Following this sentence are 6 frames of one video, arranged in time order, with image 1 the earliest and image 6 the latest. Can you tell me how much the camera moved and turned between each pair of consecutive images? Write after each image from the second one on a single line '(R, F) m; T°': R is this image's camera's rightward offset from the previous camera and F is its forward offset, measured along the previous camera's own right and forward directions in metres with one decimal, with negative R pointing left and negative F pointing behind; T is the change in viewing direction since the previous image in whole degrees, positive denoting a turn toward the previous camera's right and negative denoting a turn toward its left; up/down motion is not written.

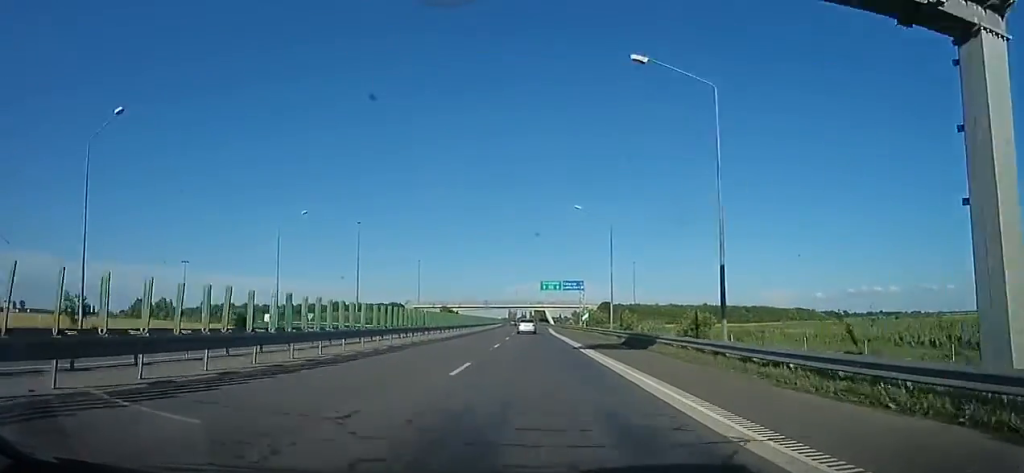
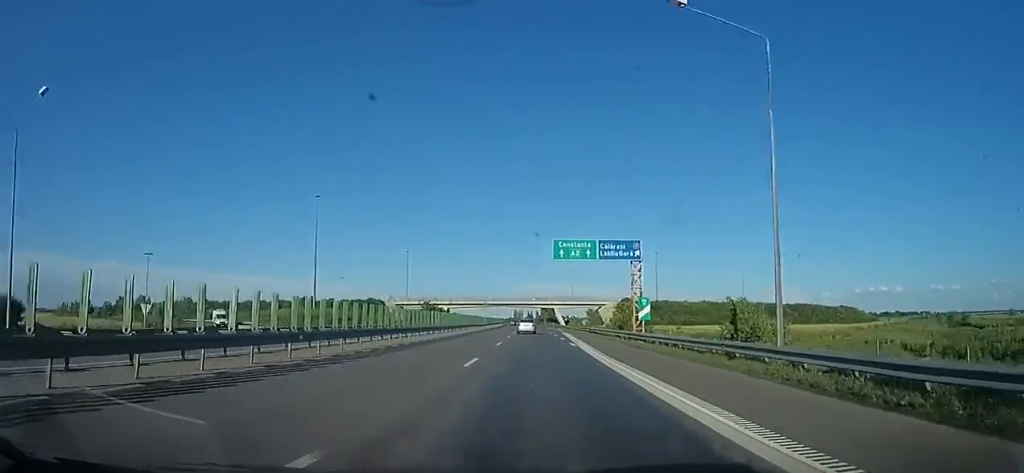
(-0.6, +34.1) m; -2°
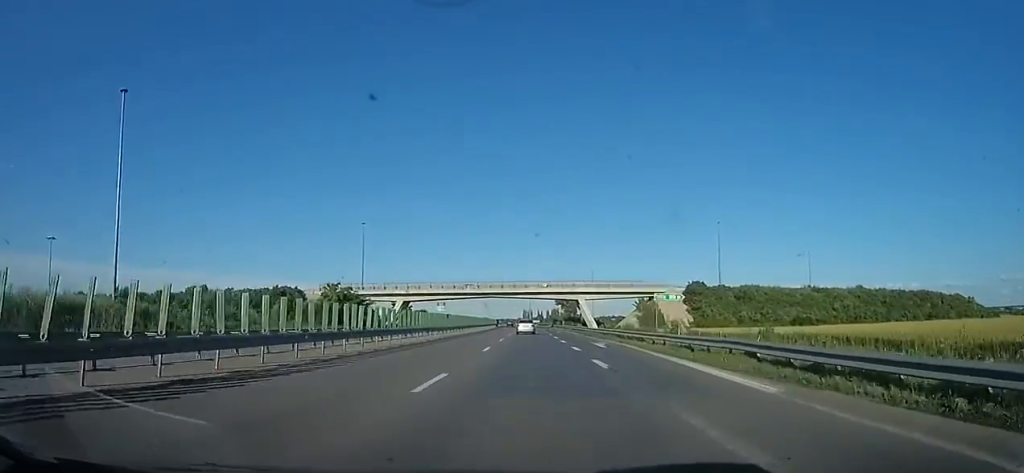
(-0.9, +65.2) m; -1°
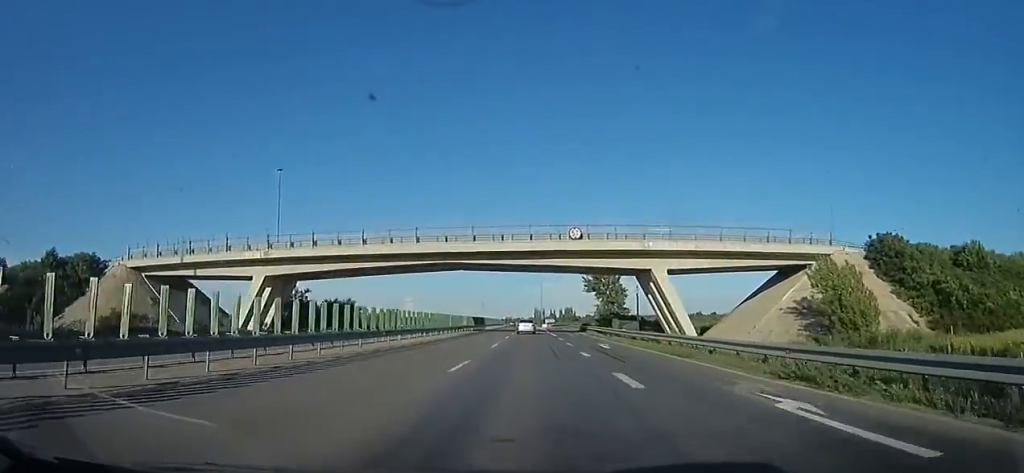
(-1.1, +56.3) m; -3°
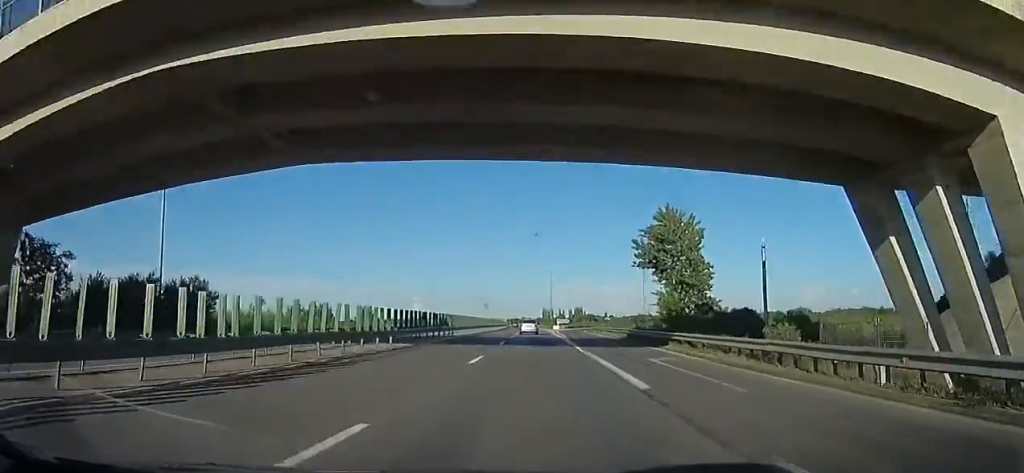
(-0.4, +34.2) m; 0°
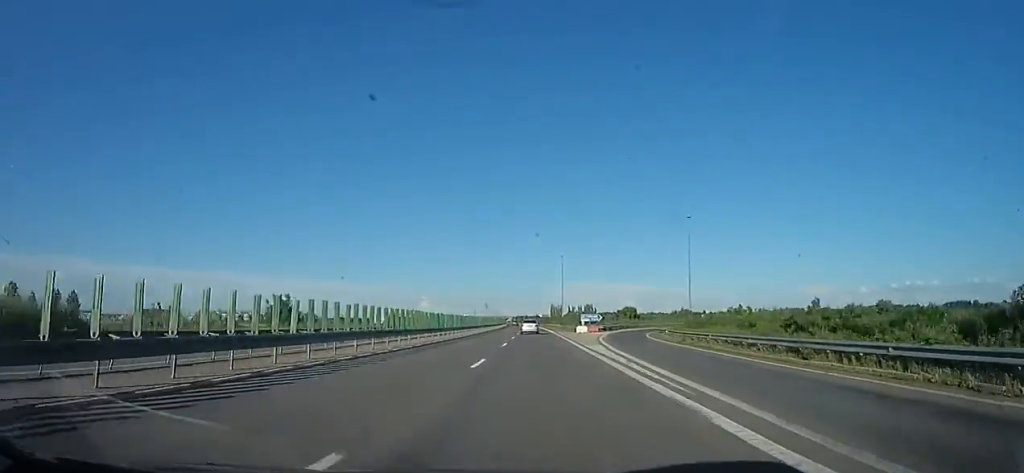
(-0.4, +49.7) m; 0°
